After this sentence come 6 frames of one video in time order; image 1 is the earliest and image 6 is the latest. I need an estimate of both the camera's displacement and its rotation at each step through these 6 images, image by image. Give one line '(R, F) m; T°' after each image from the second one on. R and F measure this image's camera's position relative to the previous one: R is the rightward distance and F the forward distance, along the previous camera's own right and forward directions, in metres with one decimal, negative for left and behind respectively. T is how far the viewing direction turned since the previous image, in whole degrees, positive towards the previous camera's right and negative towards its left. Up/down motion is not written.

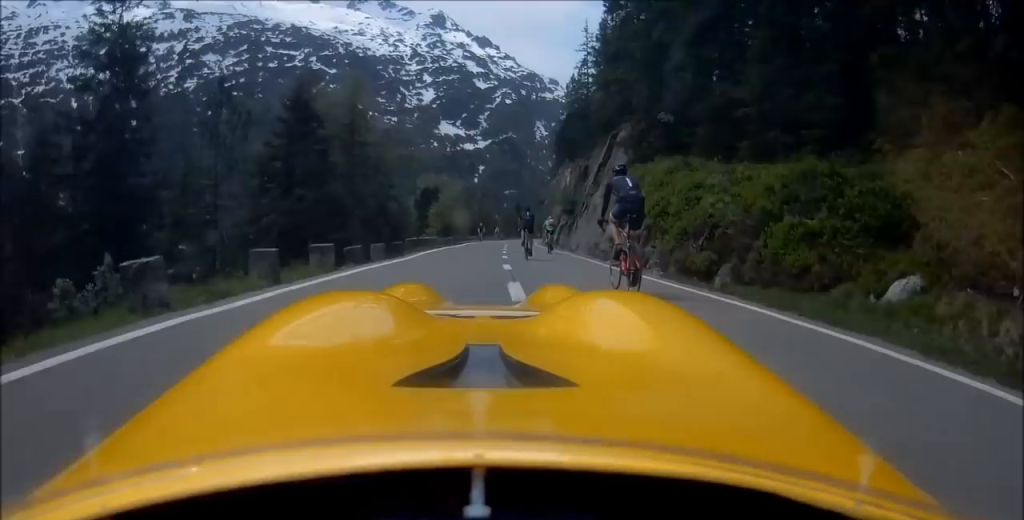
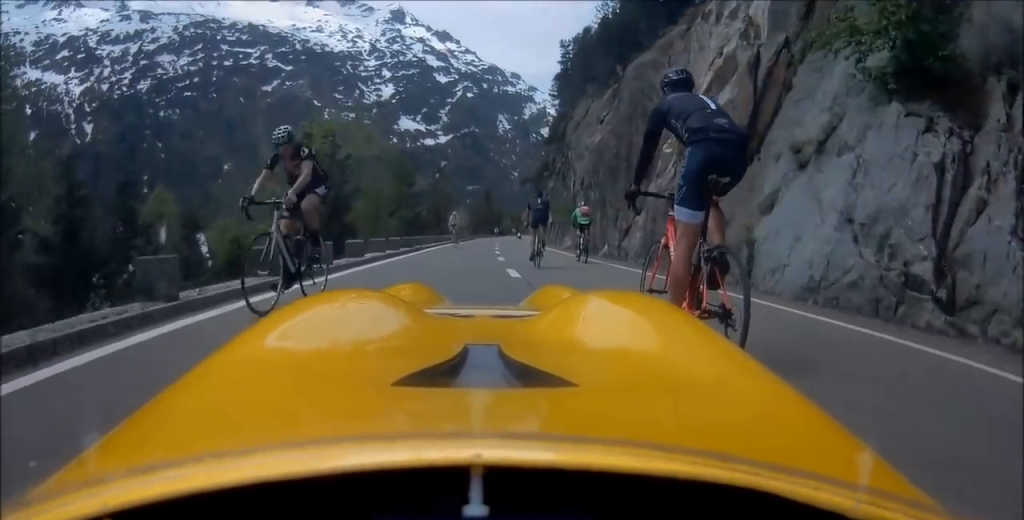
(+1.4, +40.7) m; +7°
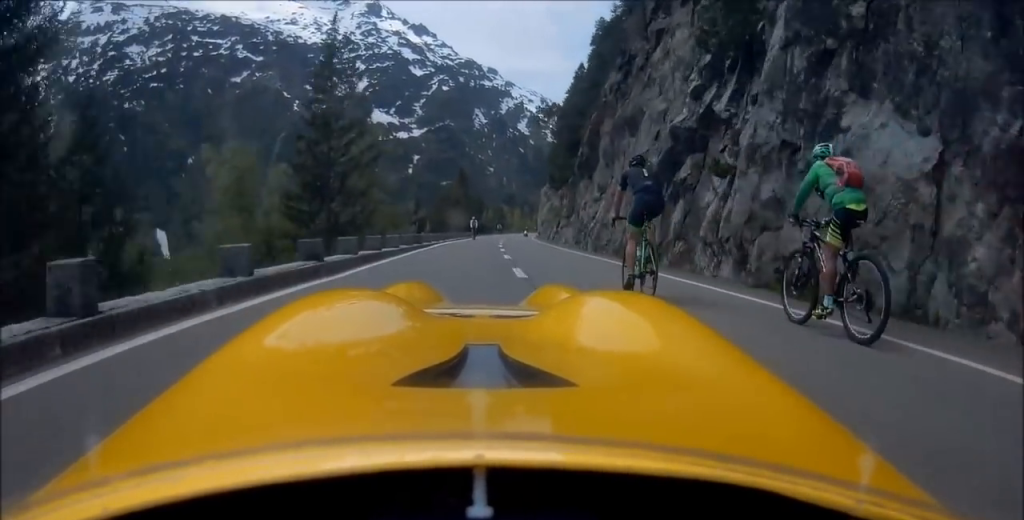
(+1.6, +45.4) m; +5°
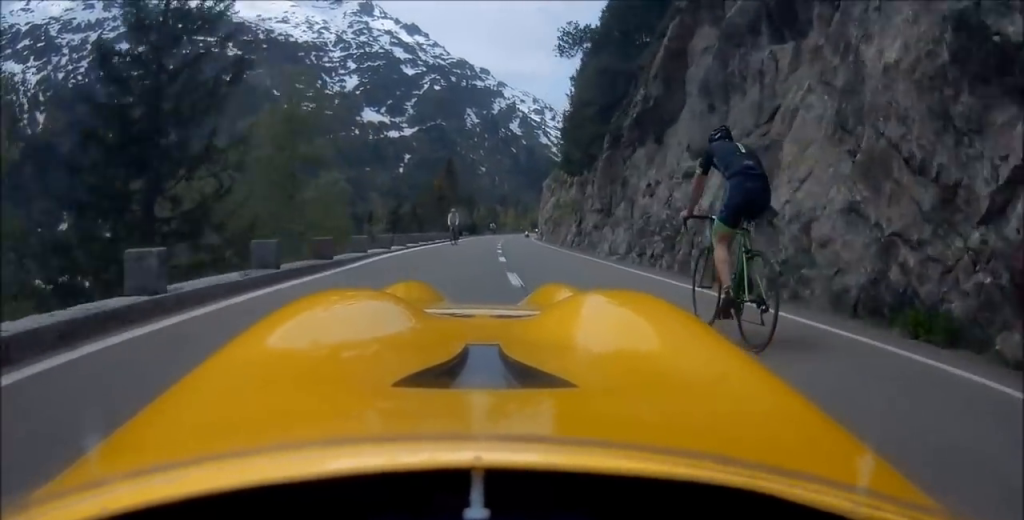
(+1.3, +14.1) m; +2°
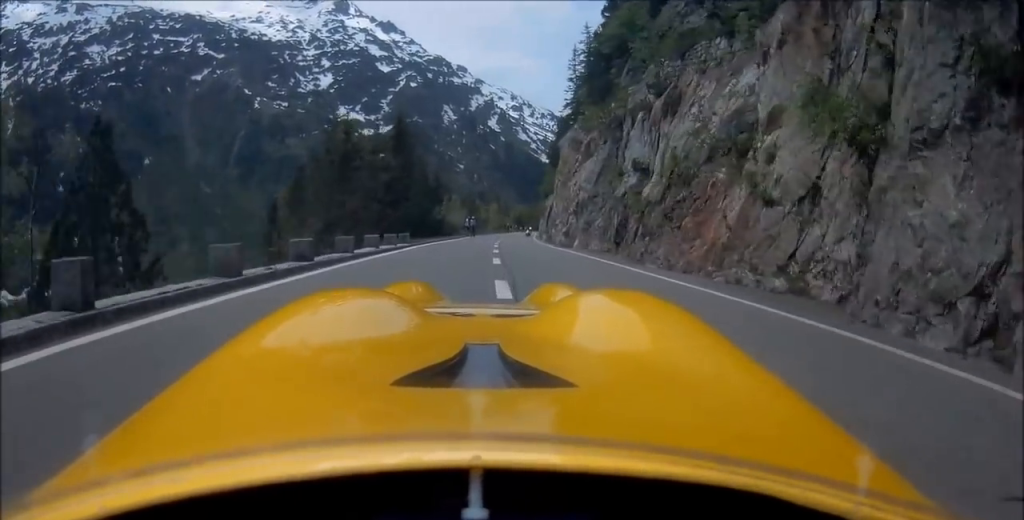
(-0.8, +33.0) m; -2°
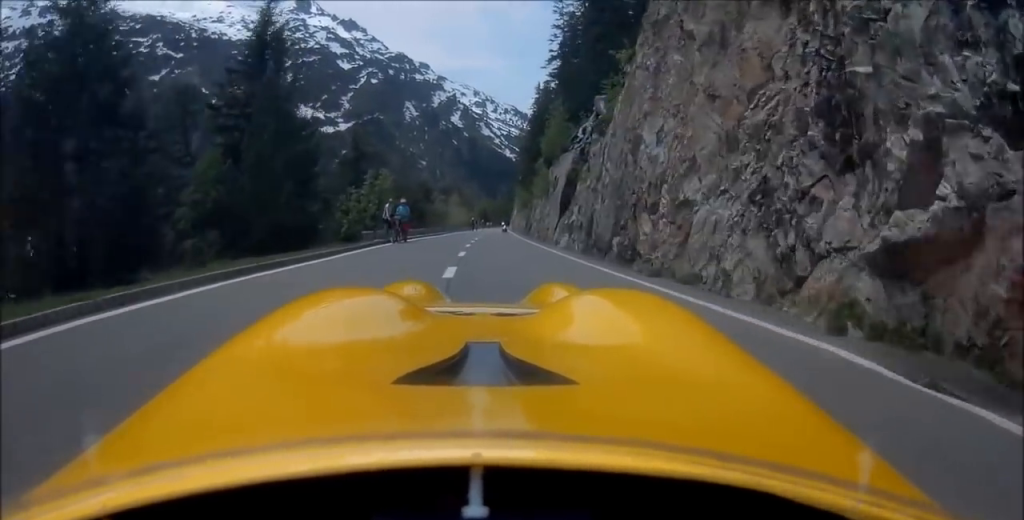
(+0.5, +28.9) m; +2°
